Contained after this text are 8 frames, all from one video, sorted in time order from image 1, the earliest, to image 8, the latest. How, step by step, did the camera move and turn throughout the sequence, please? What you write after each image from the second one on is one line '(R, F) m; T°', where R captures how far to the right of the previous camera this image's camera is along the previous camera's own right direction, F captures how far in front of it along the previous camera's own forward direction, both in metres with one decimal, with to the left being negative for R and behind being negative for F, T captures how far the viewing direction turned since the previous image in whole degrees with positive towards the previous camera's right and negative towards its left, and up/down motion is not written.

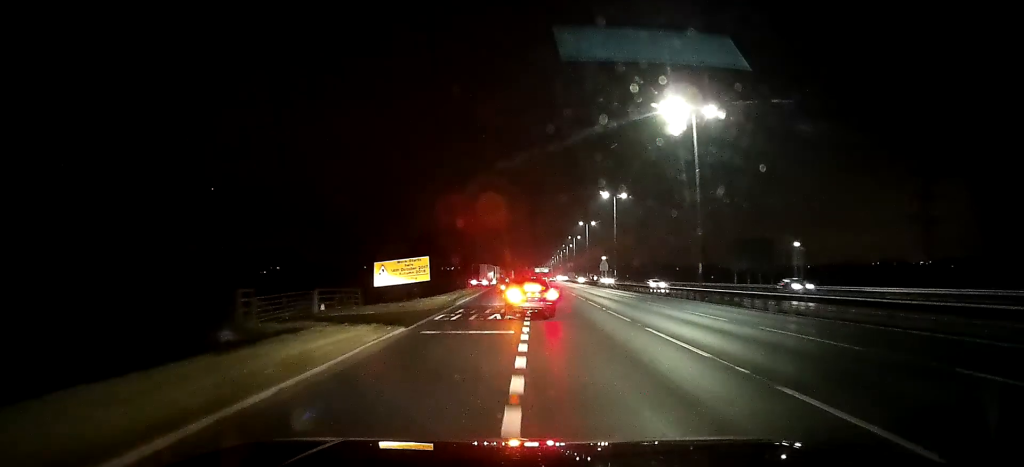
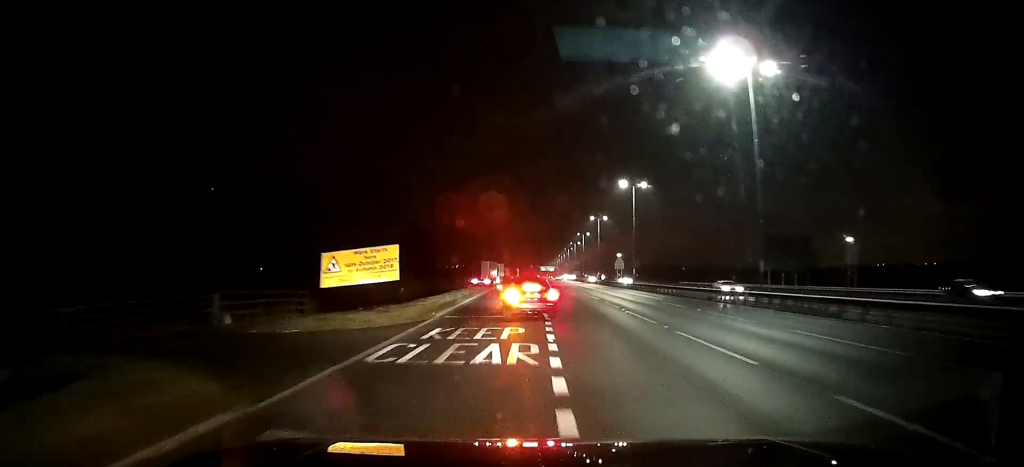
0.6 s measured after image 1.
(0.0, +11.1) m; 0°
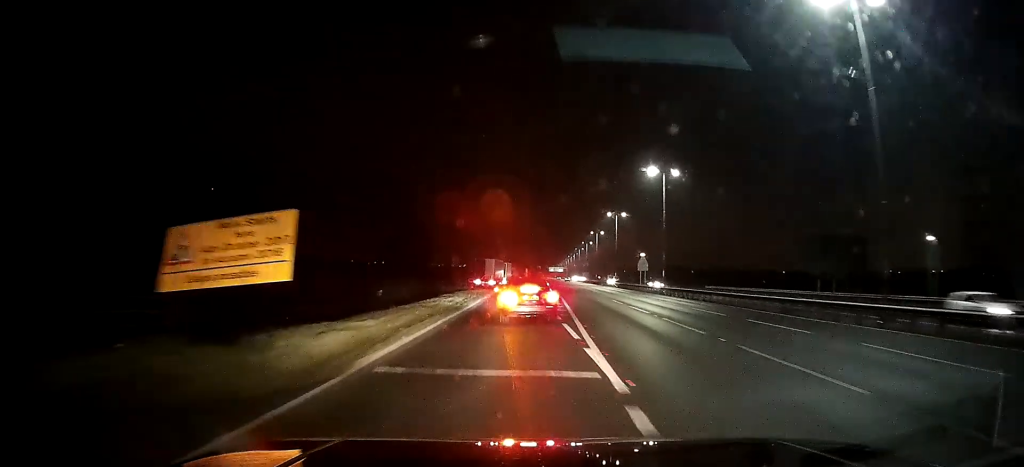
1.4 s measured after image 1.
(+0.1, +12.8) m; 0°
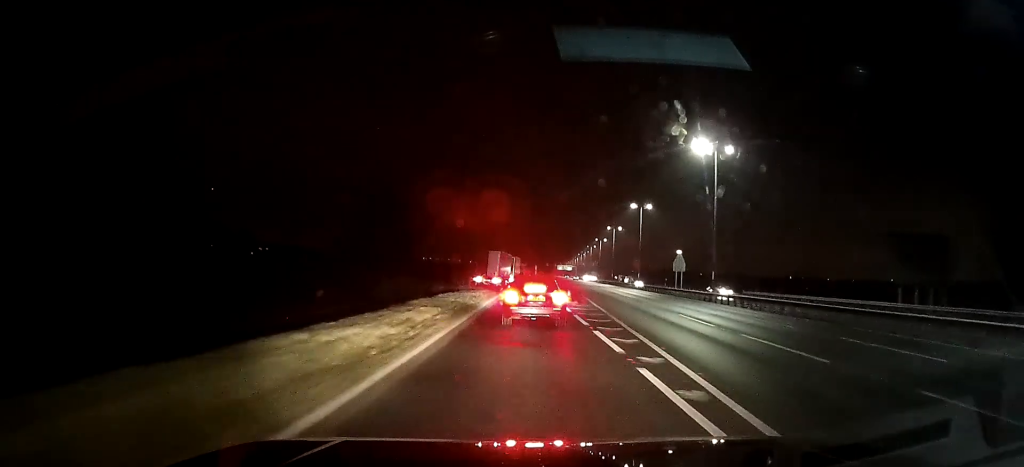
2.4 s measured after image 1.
(-0.3, +16.1) m; -1°
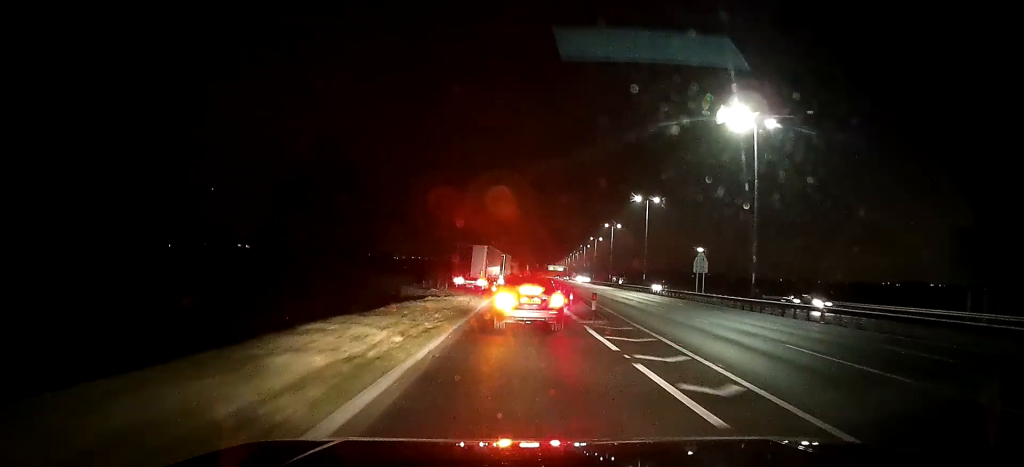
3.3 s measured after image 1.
(0.0, +12.4) m; 0°
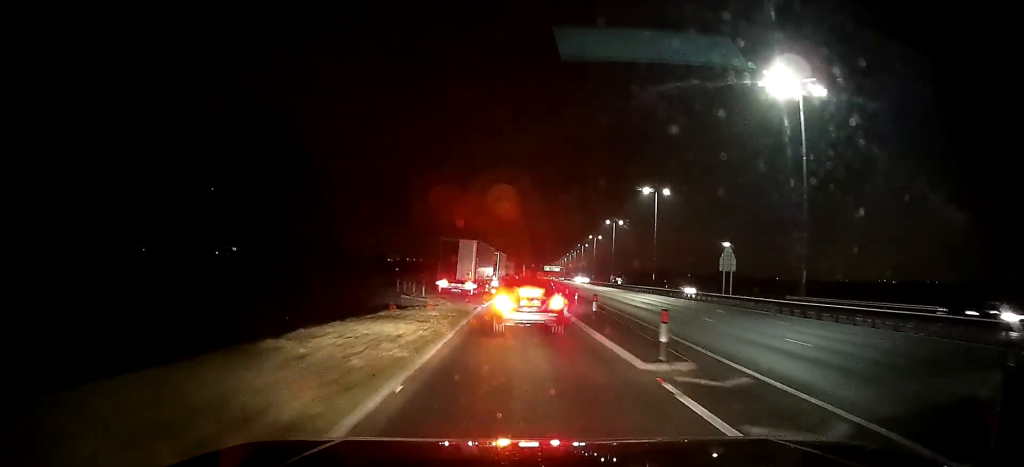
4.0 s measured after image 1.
(+0.1, +9.6) m; 0°
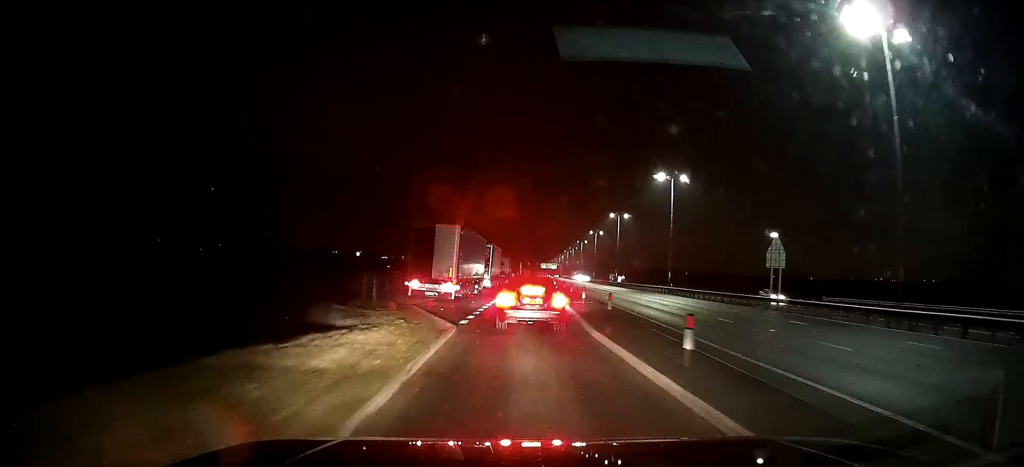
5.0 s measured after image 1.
(-0.1, +11.4) m; 0°
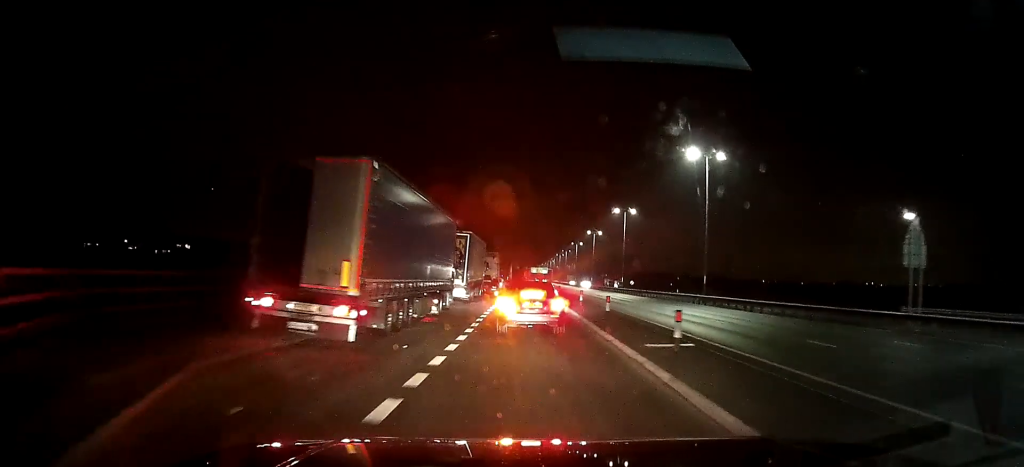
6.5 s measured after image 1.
(0.0, +17.8) m; +1°
